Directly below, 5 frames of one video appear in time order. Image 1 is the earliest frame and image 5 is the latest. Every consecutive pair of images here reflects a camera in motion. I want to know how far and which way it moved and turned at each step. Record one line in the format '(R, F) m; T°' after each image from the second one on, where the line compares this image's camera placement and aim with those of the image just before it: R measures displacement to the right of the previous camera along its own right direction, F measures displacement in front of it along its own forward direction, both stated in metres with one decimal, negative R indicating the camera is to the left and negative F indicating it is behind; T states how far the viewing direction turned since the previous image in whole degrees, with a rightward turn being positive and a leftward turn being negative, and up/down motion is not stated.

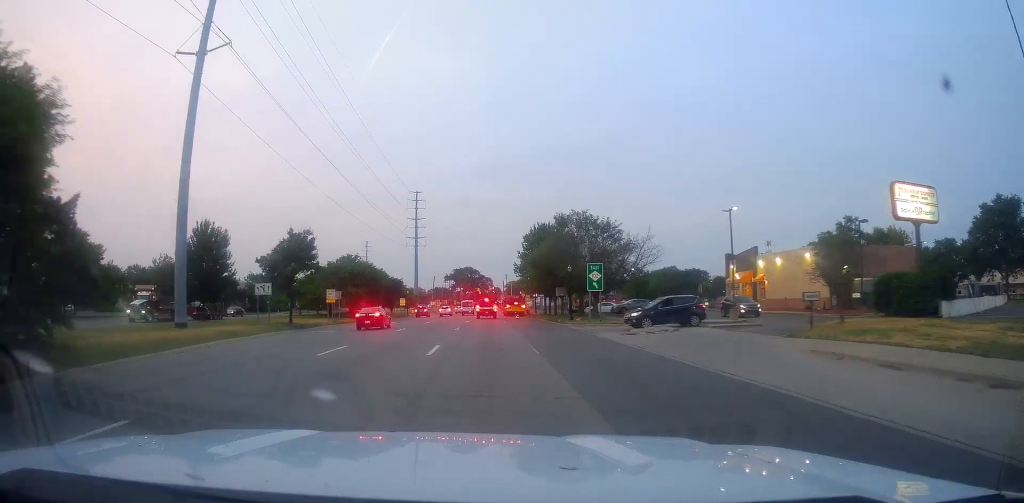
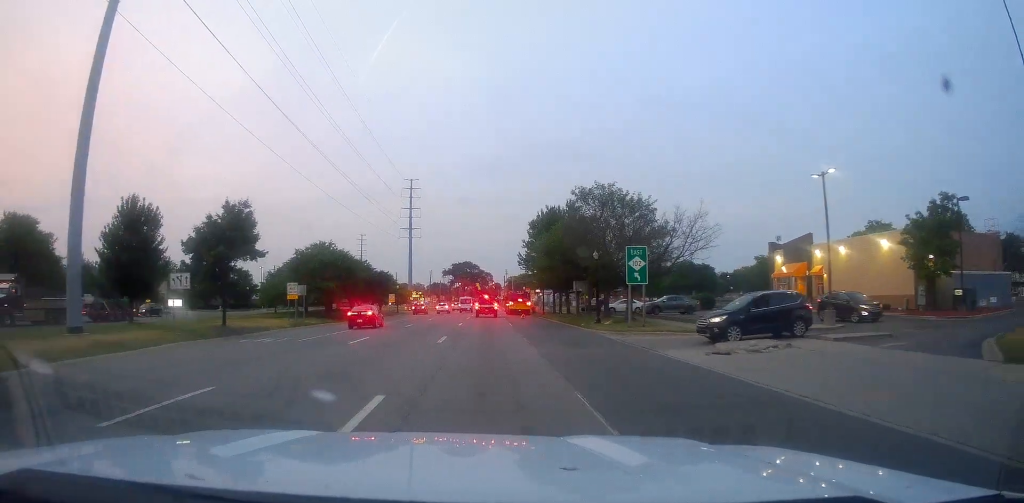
(-0.2, +11.8) m; -1°
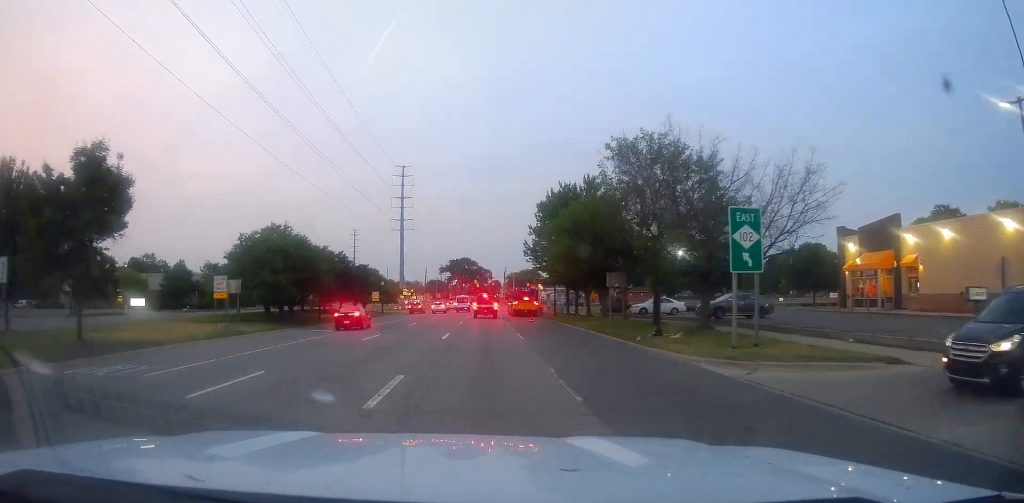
(-0.1, +13.9) m; +1°
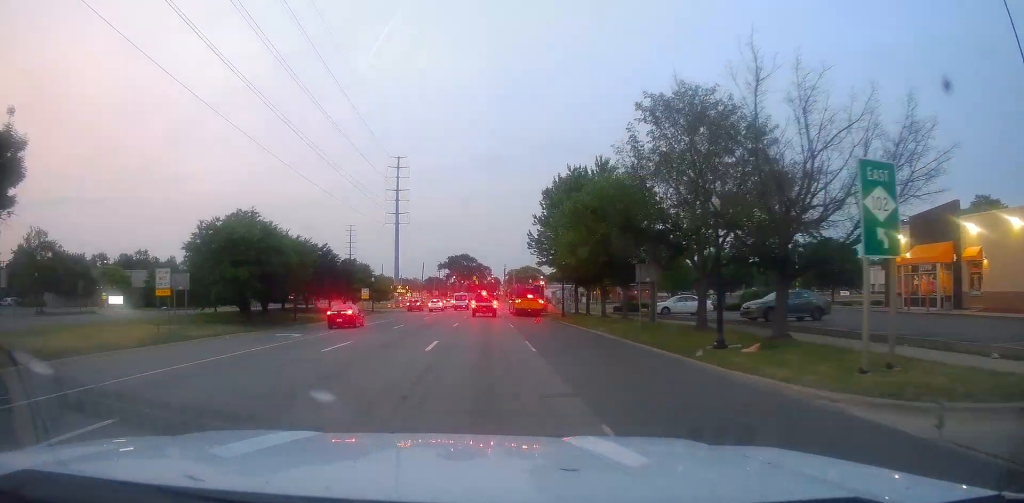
(+0.2, +7.5) m; 0°
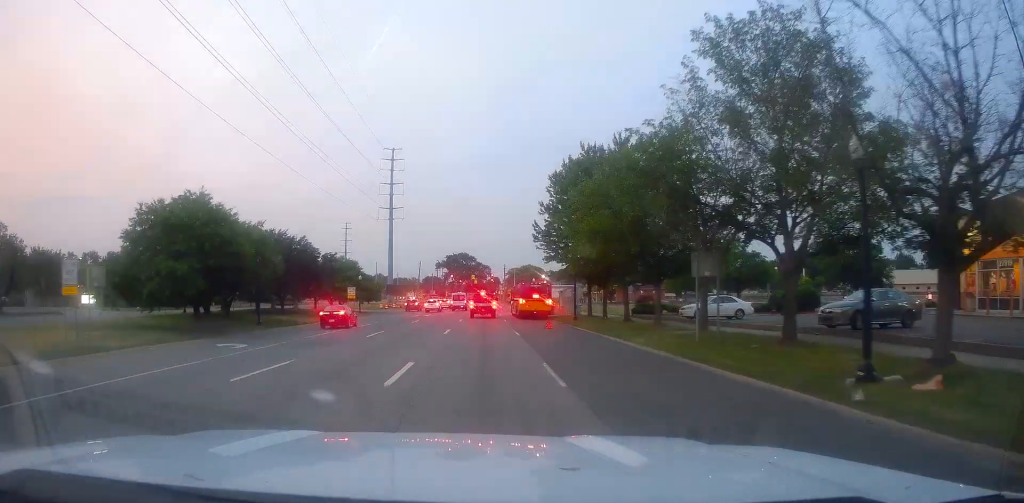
(+0.1, +8.7) m; 0°
